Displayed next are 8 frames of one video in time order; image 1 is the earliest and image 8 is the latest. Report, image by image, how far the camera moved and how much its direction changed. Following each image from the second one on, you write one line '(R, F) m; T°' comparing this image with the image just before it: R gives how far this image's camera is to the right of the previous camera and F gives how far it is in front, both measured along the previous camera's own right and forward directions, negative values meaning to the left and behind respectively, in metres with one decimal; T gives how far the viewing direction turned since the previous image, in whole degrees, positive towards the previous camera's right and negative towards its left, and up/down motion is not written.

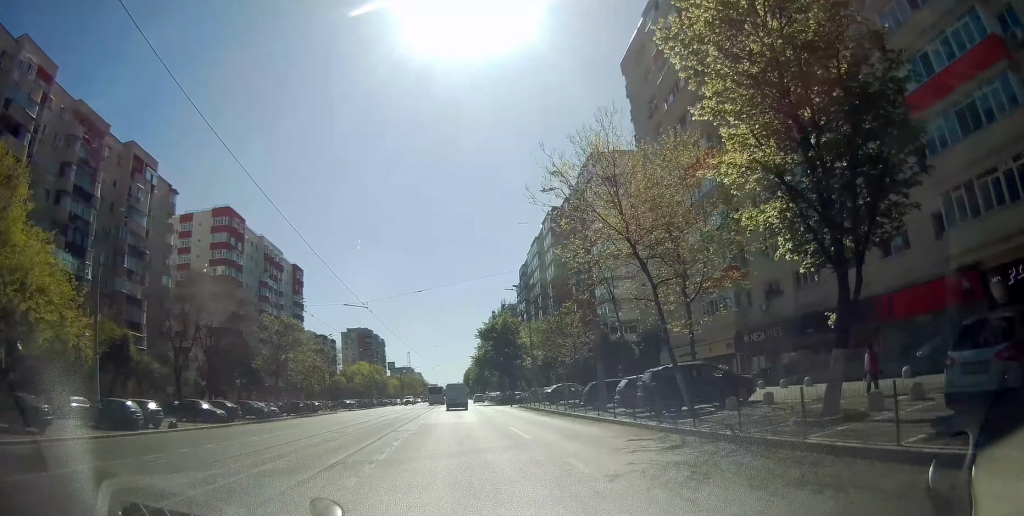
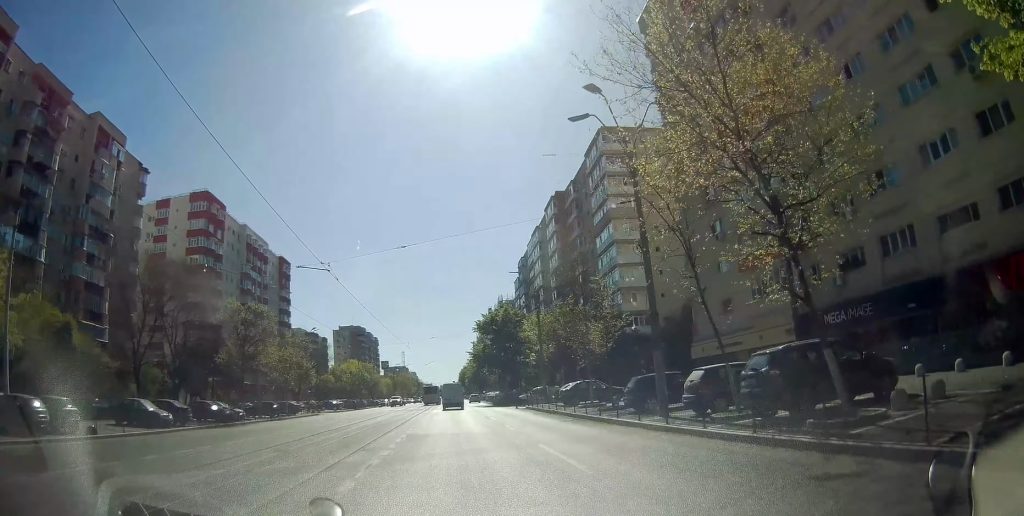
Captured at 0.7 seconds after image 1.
(0.0, +8.3) m; -1°
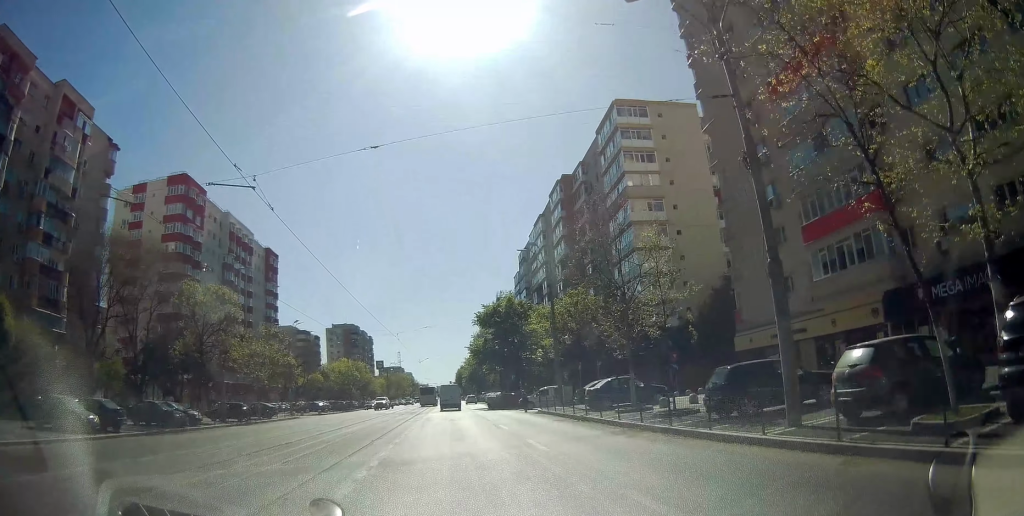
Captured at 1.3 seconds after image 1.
(-0.1, +7.8) m; -1°
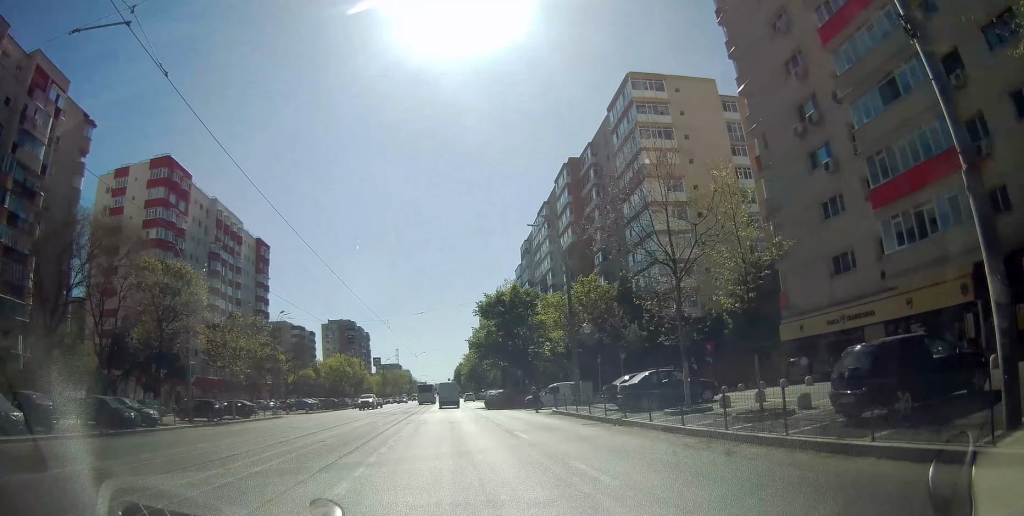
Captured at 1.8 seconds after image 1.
(0.0, +5.8) m; 0°
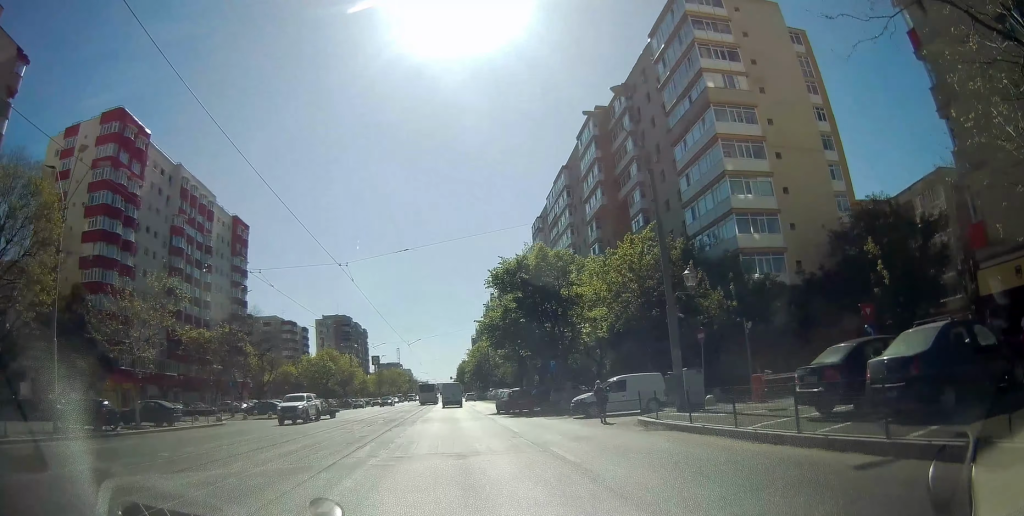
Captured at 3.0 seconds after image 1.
(+0.1, +15.0) m; +1°
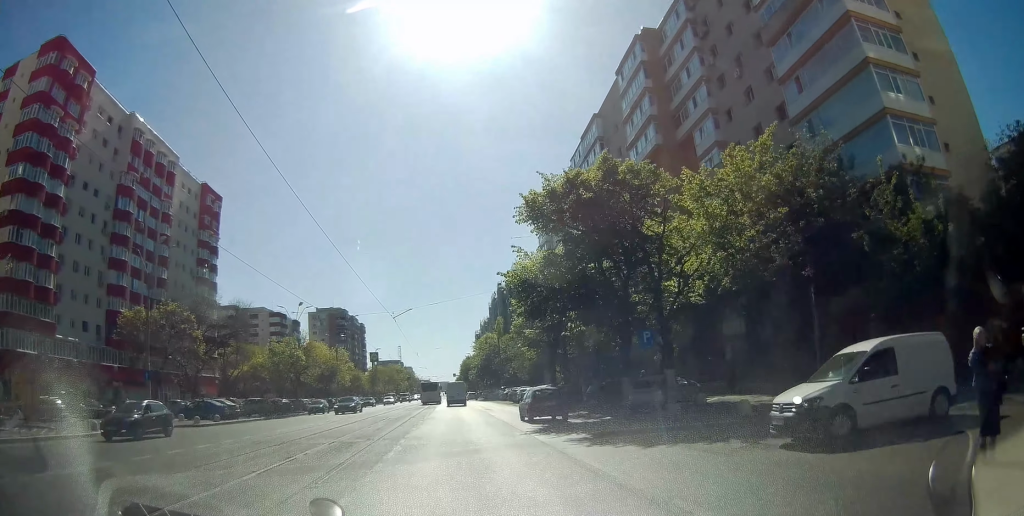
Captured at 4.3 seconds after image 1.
(+0.1, +17.0) m; -1°
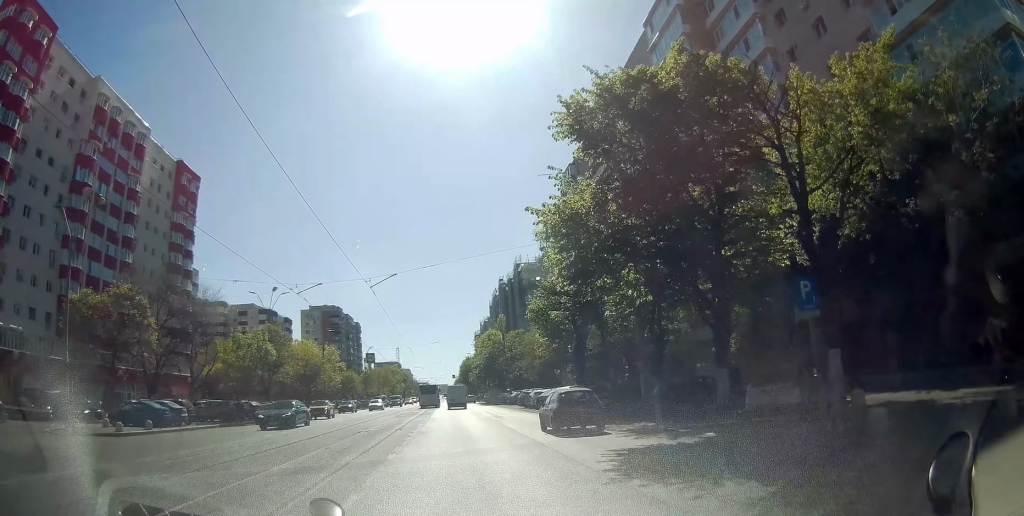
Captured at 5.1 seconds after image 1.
(-0.1, +9.8) m; 0°
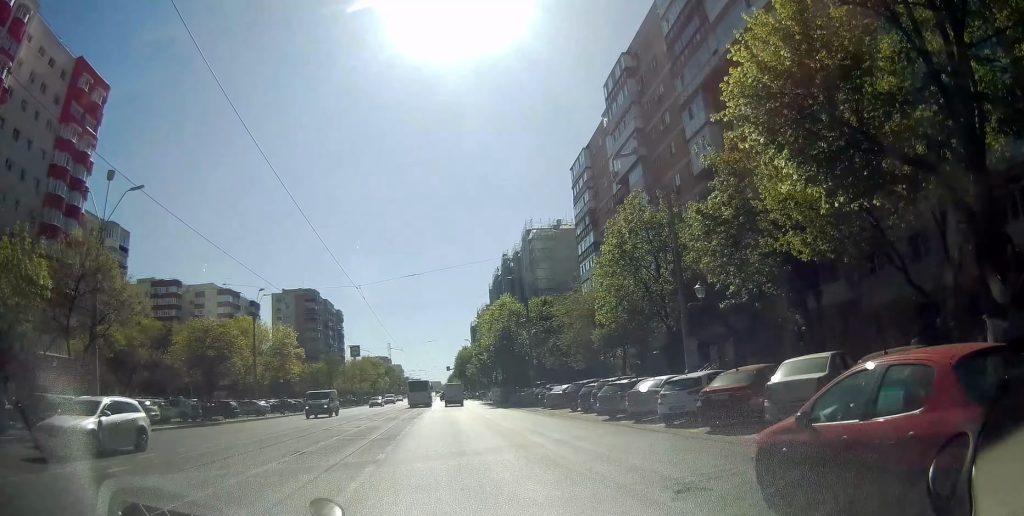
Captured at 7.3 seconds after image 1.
(+1.1, +29.0) m; +4°
